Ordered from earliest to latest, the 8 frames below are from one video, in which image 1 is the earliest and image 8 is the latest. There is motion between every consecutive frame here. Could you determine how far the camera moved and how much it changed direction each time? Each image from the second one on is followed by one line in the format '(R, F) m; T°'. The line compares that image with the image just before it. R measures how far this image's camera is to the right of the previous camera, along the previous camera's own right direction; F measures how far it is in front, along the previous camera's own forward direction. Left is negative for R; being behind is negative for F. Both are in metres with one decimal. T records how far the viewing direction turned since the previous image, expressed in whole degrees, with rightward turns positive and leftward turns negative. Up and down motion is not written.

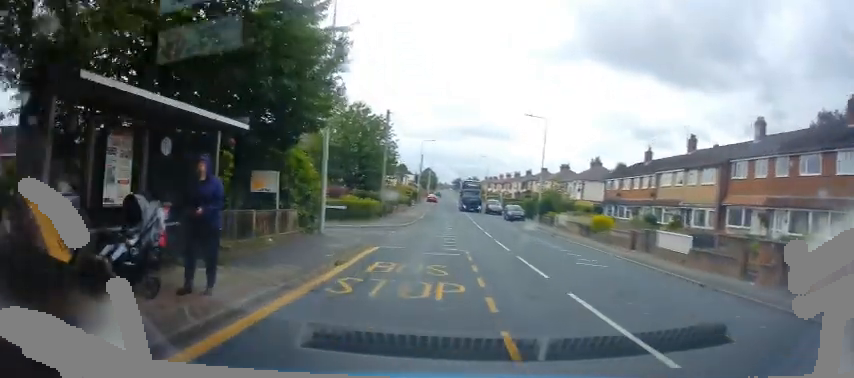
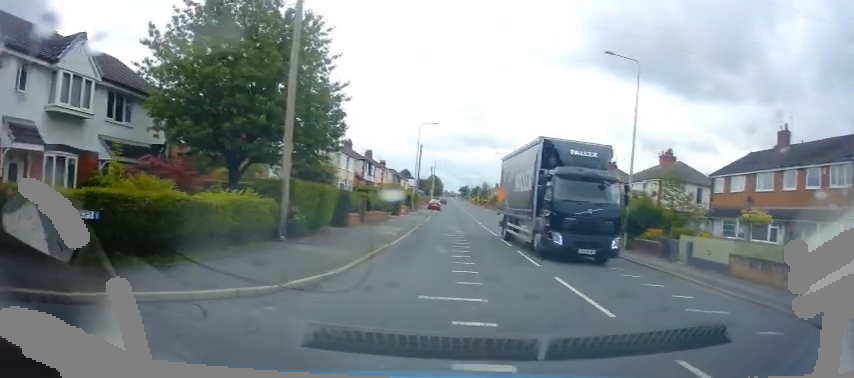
(+0.4, +21.7) m; +1°
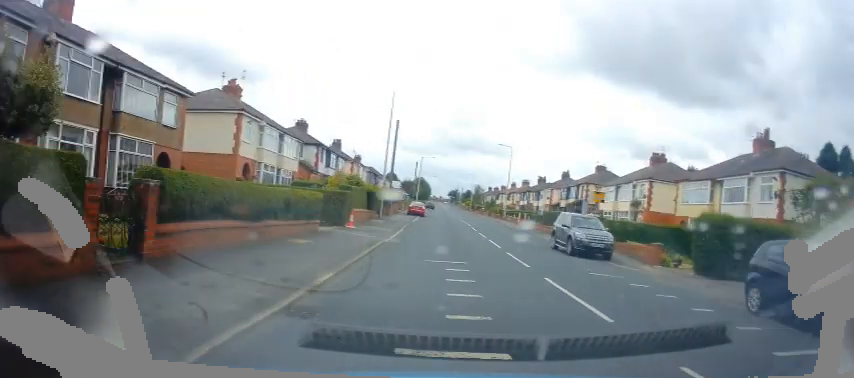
(+0.1, +17.8) m; 0°
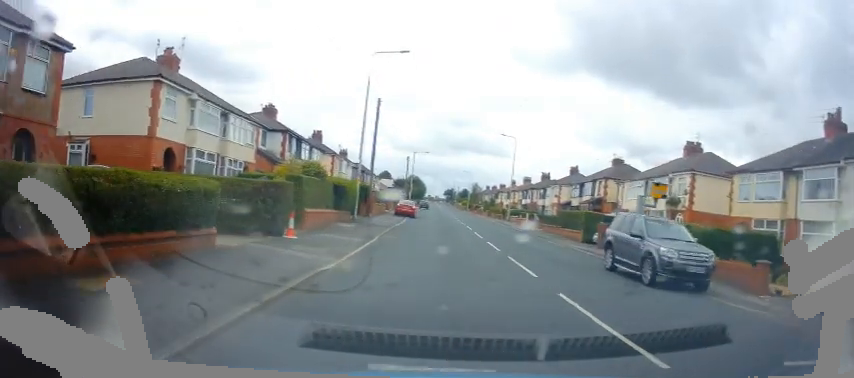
(0.0, +8.3) m; 0°
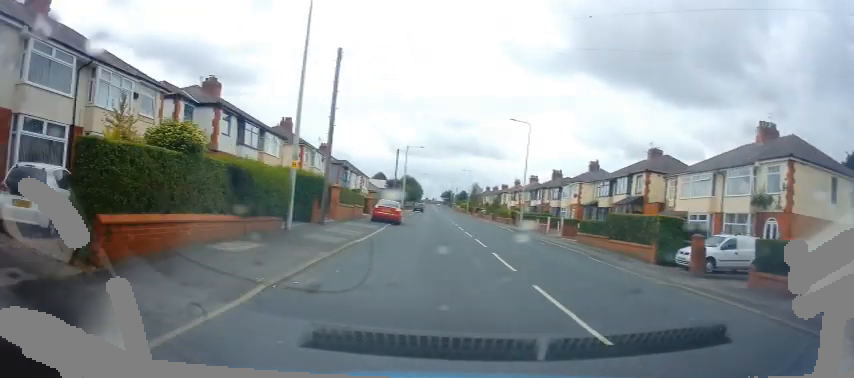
(-0.1, +10.9) m; 0°
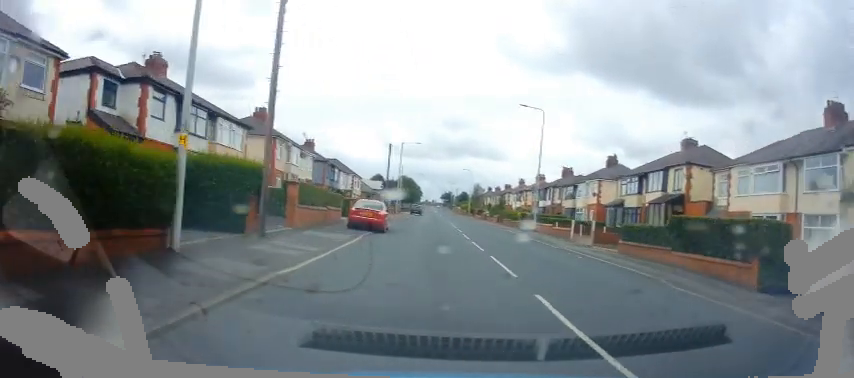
(0.0, +6.8) m; 0°
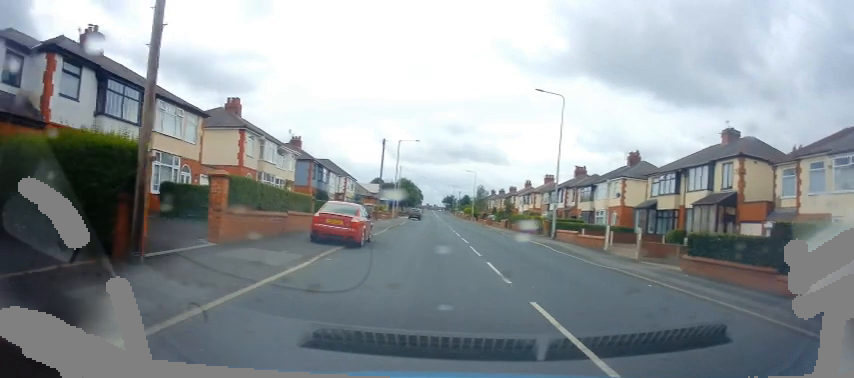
(0.0, +6.3) m; +1°
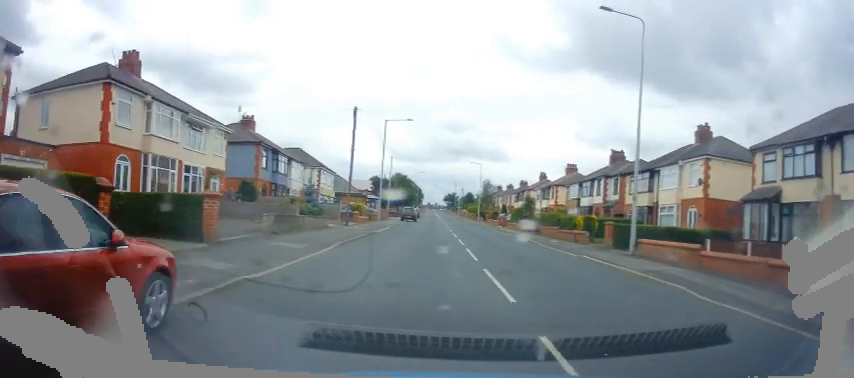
(+0.3, +13.9) m; 0°
